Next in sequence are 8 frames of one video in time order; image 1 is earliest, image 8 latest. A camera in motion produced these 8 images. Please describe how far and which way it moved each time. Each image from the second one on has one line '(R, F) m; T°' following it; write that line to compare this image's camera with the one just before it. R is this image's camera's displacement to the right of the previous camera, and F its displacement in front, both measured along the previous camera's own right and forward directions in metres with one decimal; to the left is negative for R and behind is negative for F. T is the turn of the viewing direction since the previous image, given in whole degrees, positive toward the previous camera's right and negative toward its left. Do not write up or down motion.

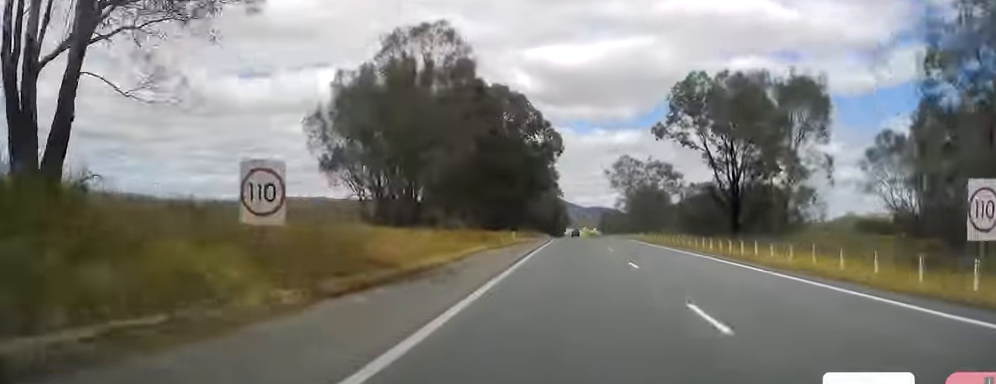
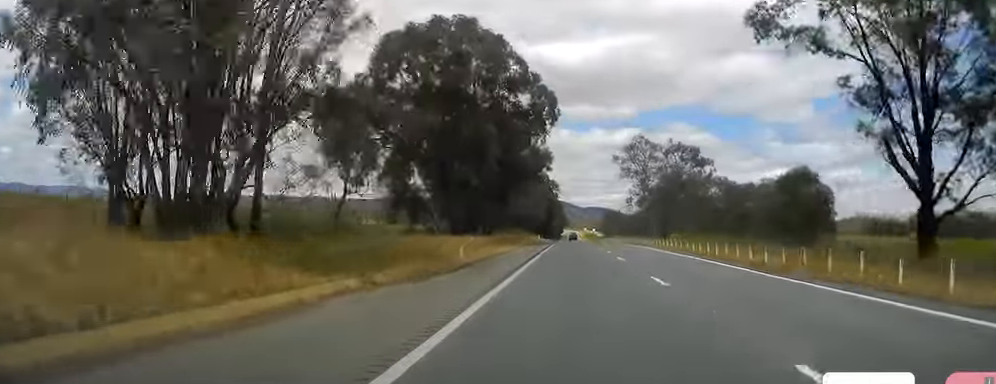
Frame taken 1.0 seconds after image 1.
(0.0, +28.6) m; 0°
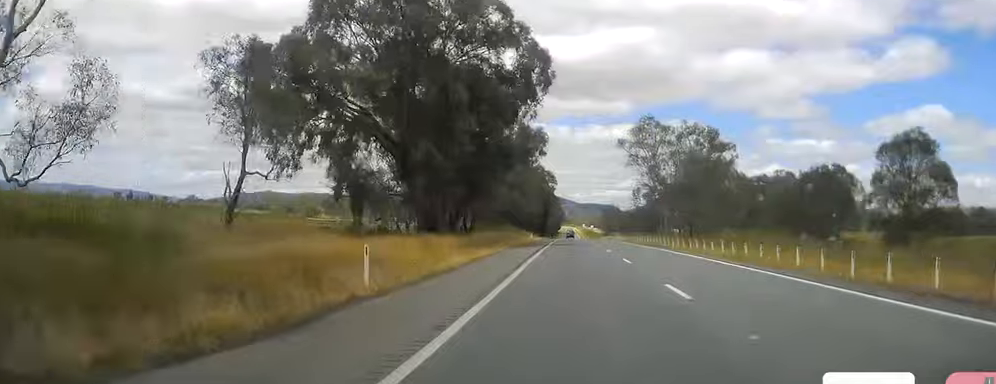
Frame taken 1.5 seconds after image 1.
(+0.2, +14.3) m; 0°
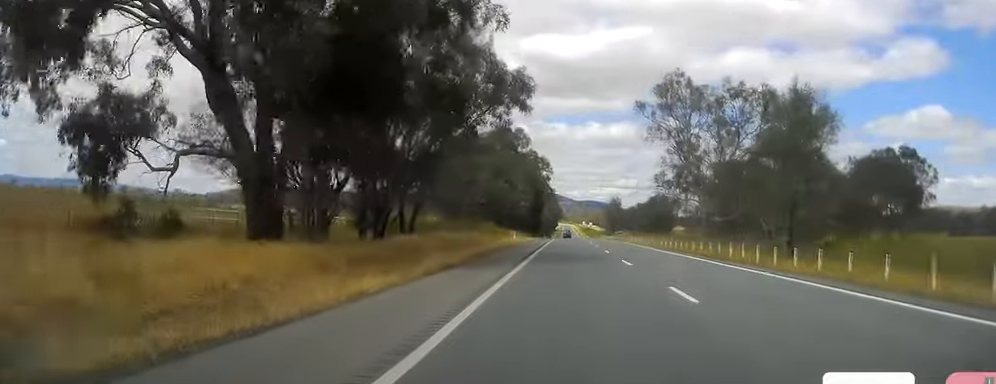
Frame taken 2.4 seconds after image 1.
(-0.2, +24.9) m; +1°
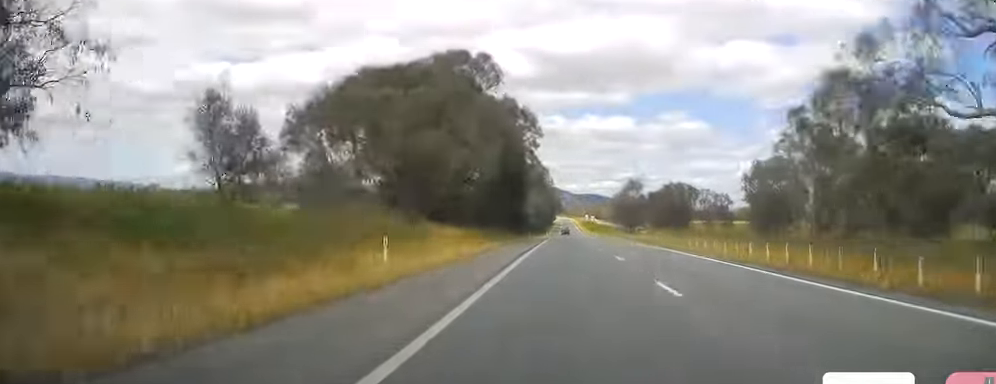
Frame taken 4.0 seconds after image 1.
(+0.6, +47.1) m; 0°
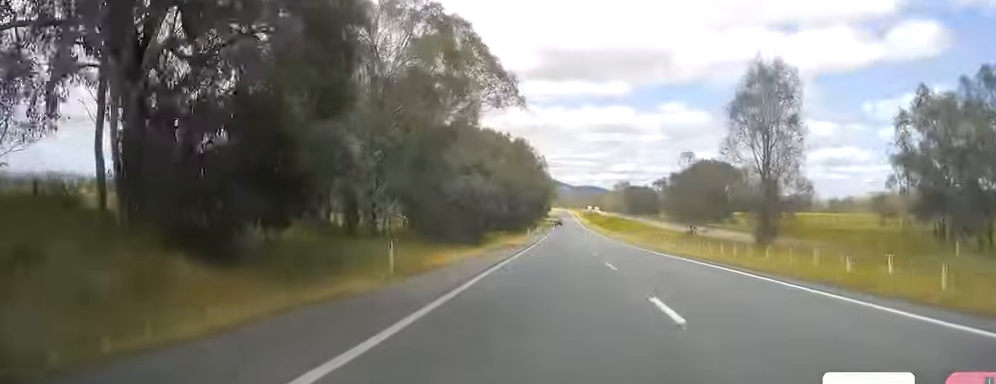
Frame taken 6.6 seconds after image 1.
(-0.5, +74.0) m; +1°
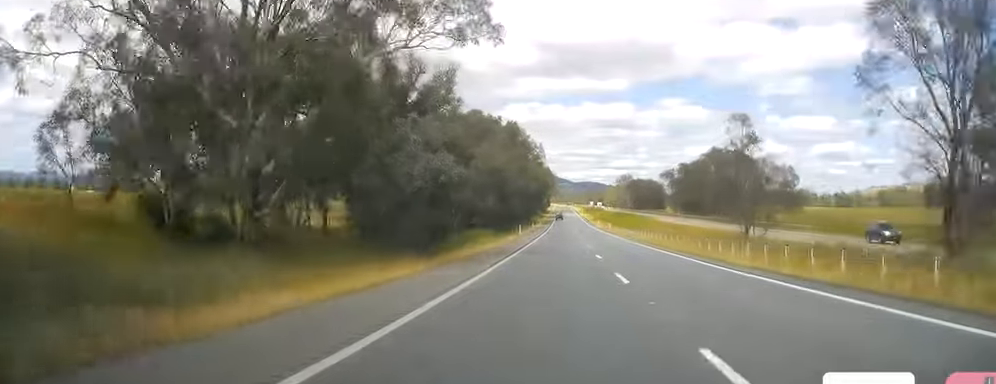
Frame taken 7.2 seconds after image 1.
(+0.2, +17.4) m; 0°
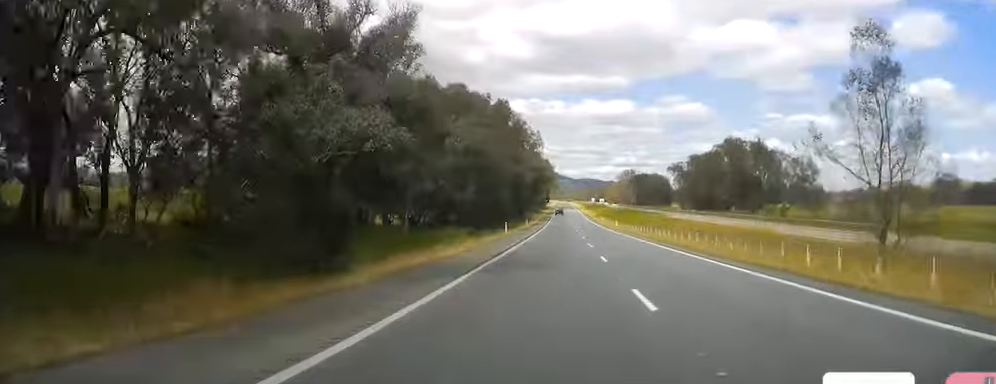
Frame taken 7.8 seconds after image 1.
(0.0, +17.4) m; 0°
